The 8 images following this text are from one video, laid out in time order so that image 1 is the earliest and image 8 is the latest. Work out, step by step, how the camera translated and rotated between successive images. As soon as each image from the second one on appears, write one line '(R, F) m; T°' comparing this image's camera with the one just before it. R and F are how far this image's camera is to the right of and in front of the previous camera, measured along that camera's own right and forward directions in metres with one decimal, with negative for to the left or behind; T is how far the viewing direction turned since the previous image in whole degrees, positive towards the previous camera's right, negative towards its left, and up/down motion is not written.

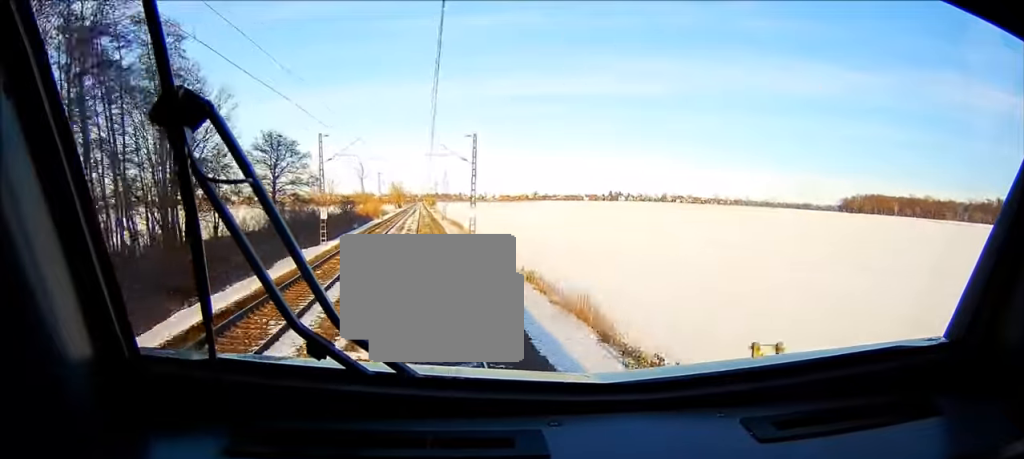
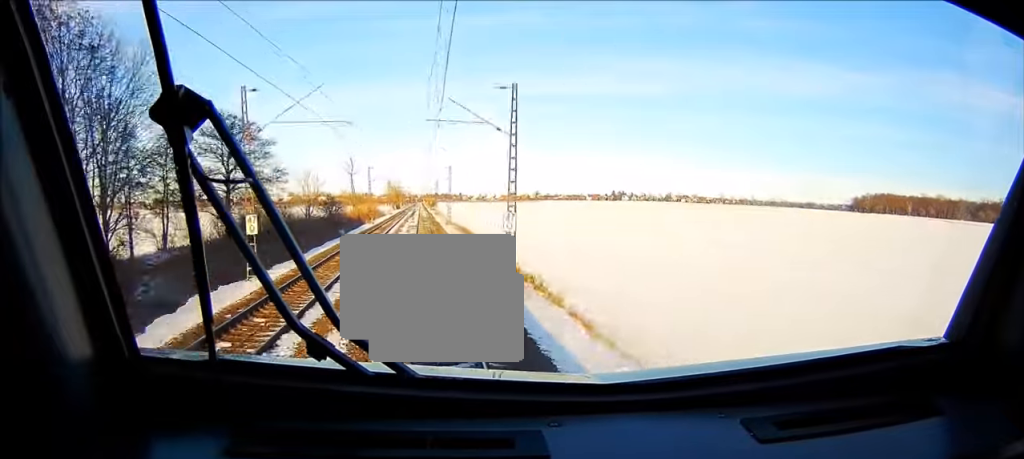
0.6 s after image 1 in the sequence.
(0.0, +22.0) m; 0°
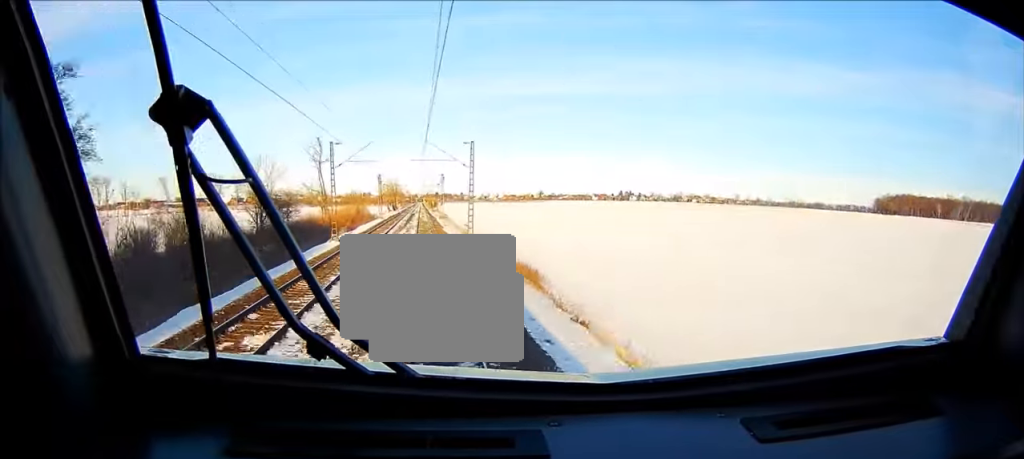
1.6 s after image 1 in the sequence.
(-0.2, +41.4) m; 0°
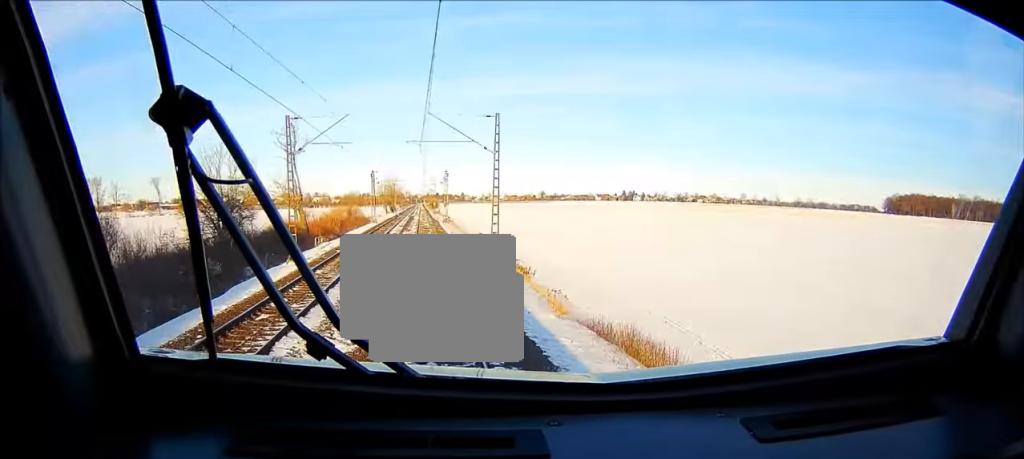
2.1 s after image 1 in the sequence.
(-0.1, +18.1) m; 0°
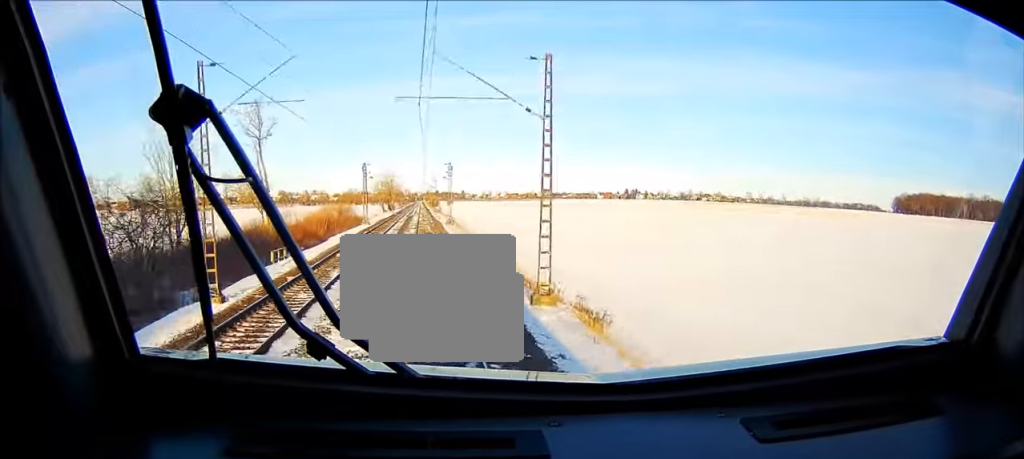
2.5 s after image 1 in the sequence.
(0.0, +16.8) m; 0°
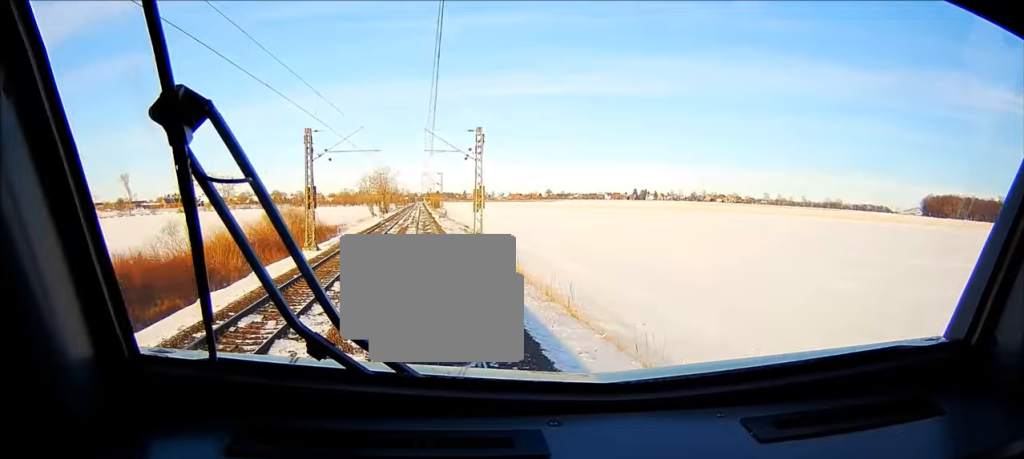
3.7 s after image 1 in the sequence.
(0.0, +46.4) m; 0°
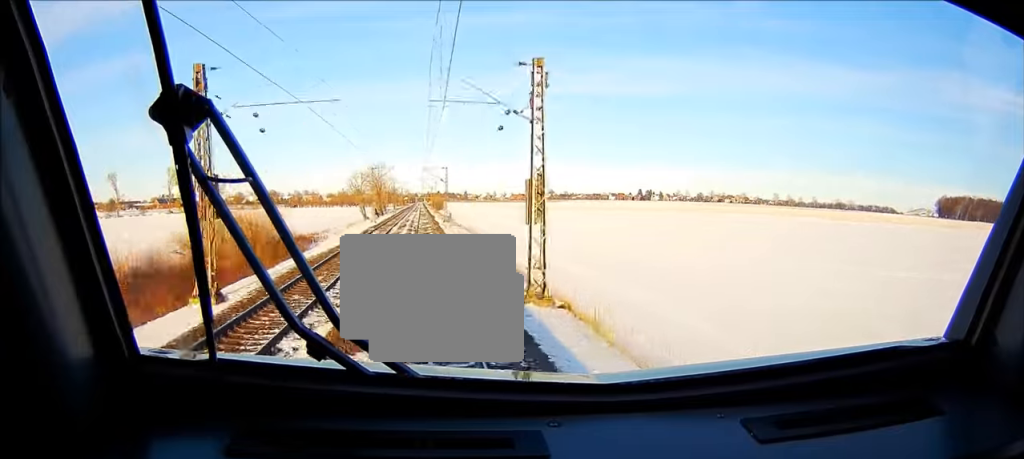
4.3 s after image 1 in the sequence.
(-0.1, +23.2) m; 0°
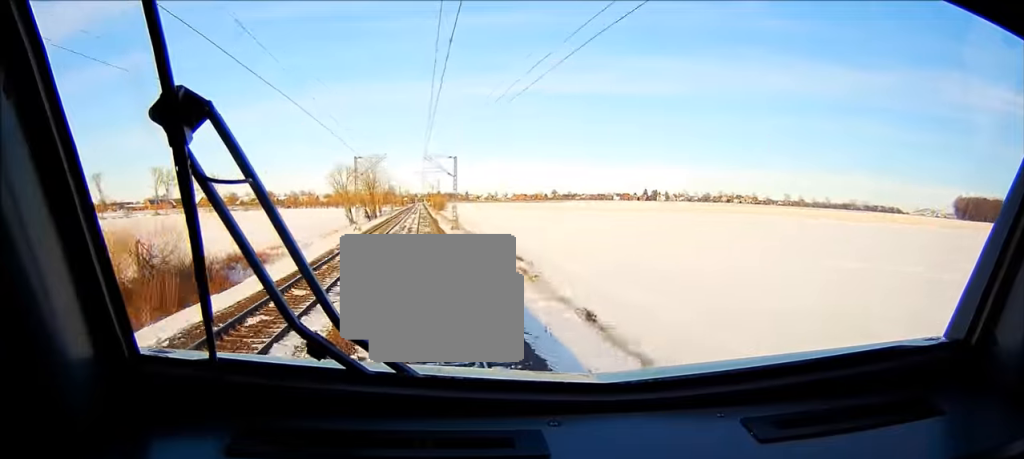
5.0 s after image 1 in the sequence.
(+0.1, +25.7) m; 0°
